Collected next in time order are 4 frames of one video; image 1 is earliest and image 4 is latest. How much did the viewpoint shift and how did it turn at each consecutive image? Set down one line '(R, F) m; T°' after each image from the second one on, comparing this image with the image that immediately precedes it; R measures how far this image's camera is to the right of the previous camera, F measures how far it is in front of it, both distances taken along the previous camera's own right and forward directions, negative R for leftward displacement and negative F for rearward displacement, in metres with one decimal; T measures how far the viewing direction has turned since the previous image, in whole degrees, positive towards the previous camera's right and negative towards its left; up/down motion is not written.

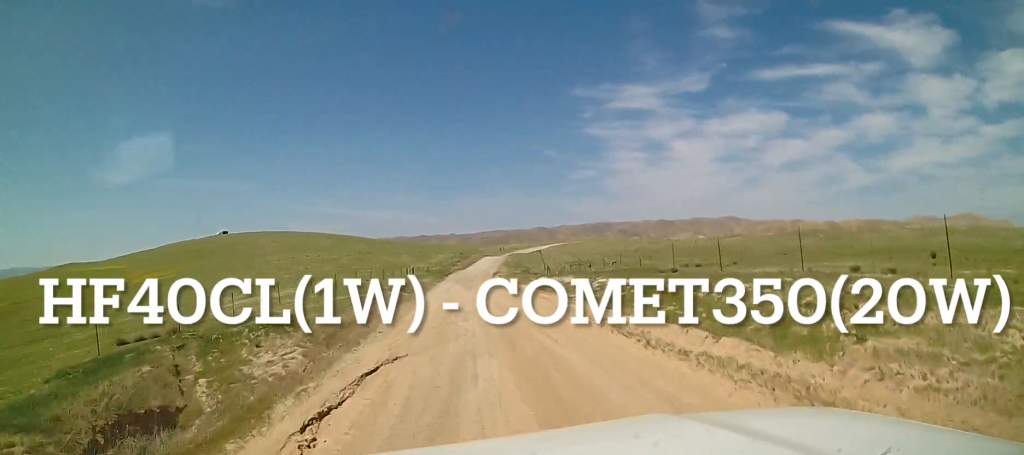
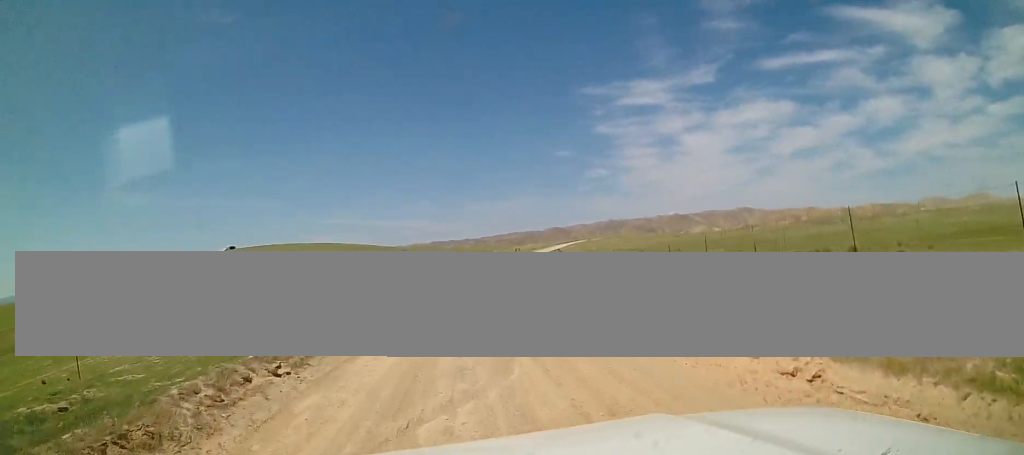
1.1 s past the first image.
(+0.2, +12.2) m; -2°
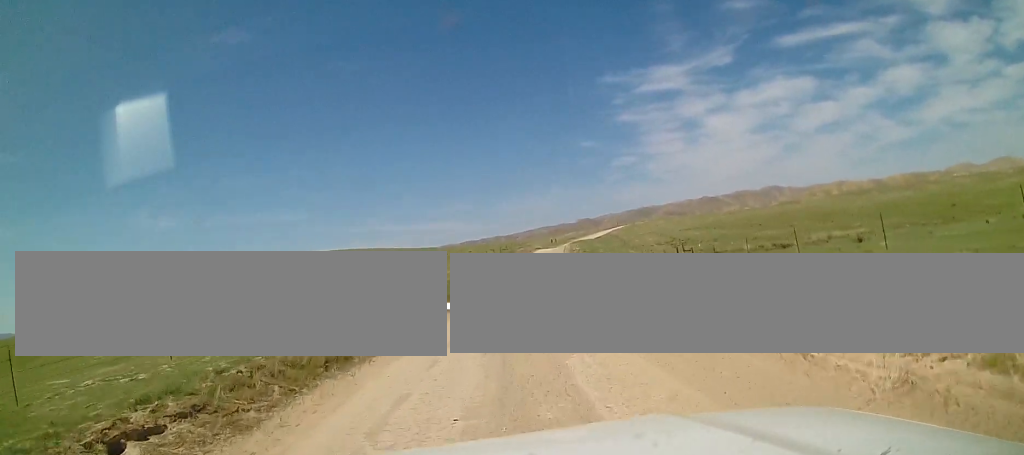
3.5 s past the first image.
(-1.4, +28.7) m; -2°
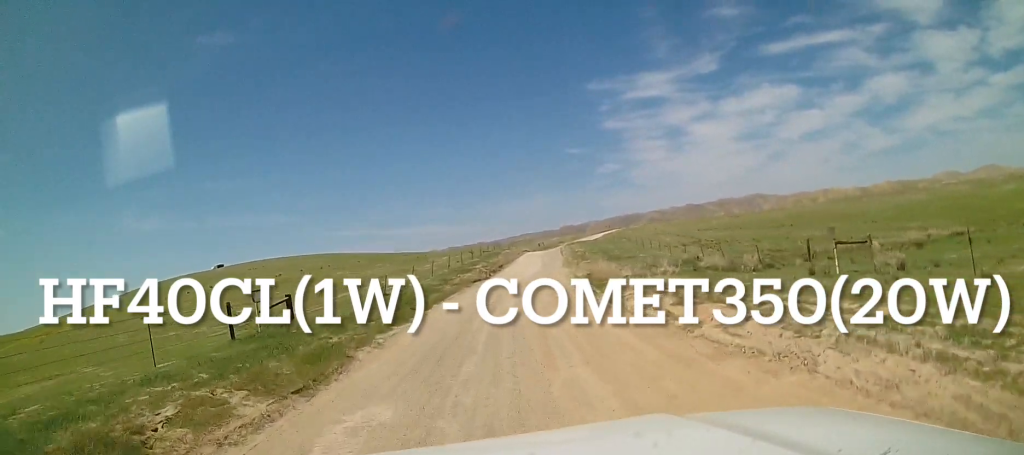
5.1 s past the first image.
(+0.3, +18.5) m; 0°
